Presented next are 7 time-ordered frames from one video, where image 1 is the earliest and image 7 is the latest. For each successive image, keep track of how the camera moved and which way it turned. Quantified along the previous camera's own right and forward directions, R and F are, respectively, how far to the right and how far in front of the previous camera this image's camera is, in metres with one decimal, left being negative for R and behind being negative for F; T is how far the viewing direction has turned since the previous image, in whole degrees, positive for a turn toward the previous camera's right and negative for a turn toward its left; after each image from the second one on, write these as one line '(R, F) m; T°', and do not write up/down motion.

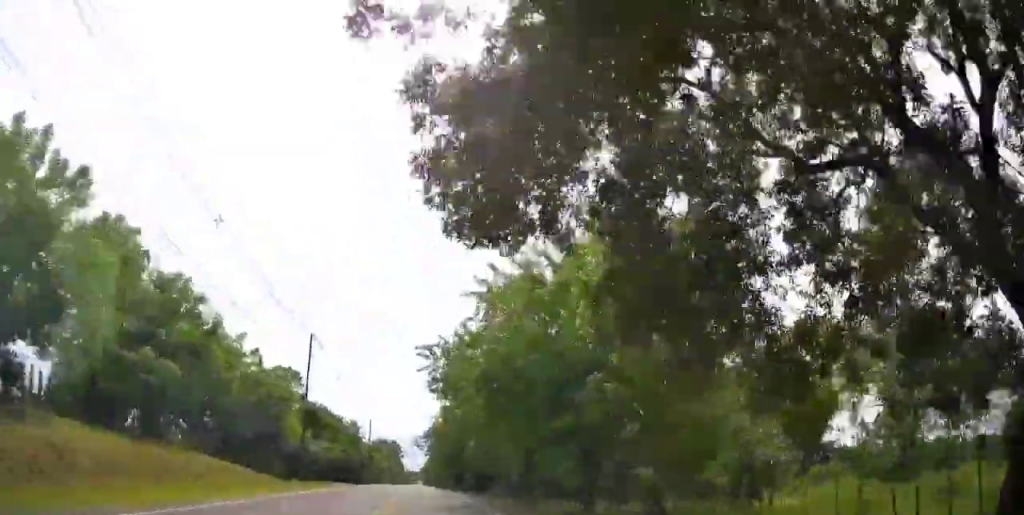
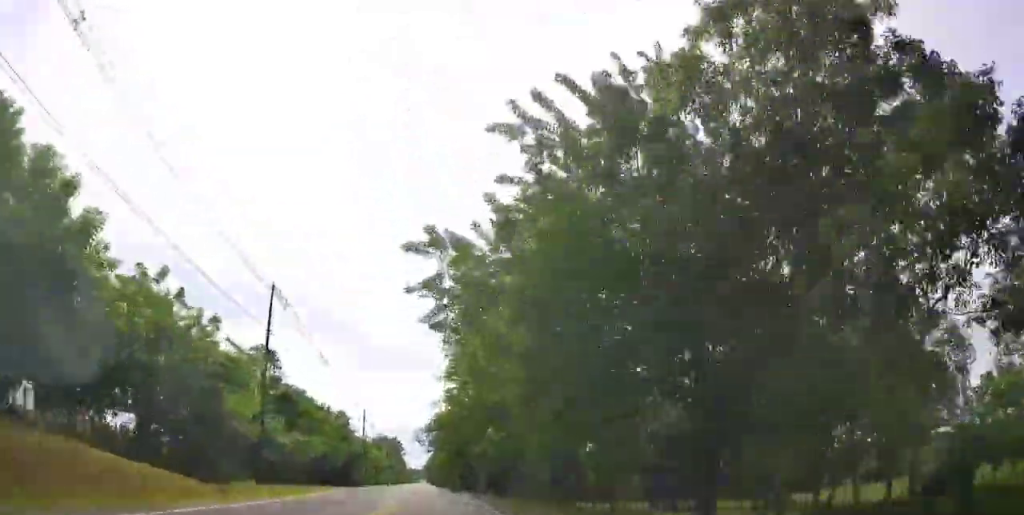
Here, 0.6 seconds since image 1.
(0.0, +10.7) m; 0°
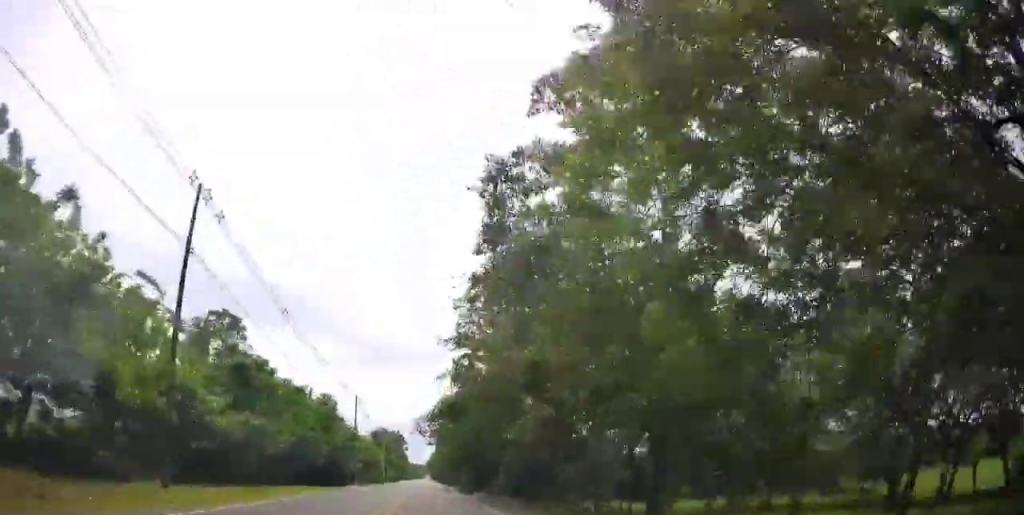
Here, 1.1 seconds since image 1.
(-0.1, +10.7) m; +1°
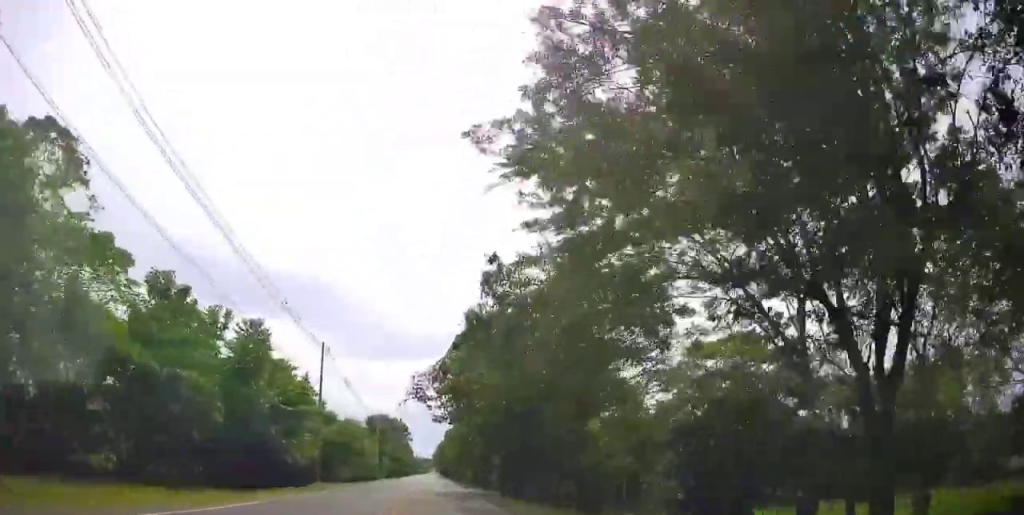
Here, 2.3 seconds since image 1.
(+0.3, +23.3) m; -1°
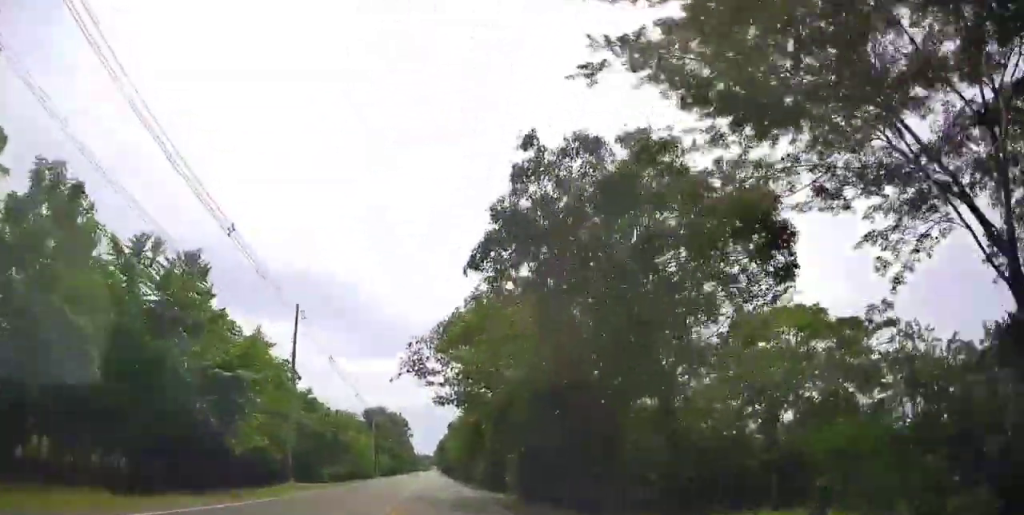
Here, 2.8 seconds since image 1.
(-0.2, +8.8) m; -1°
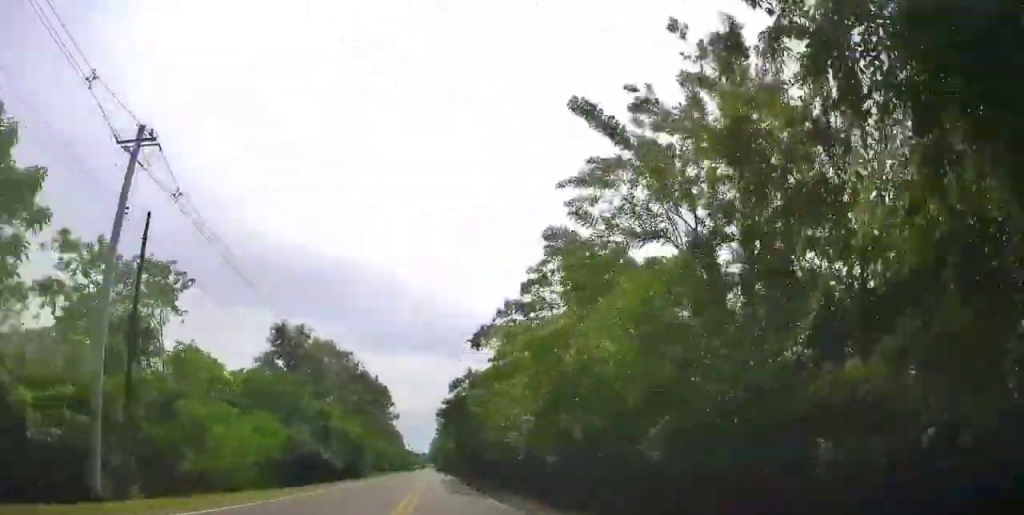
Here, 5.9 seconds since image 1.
(+0.1, +64.8) m; +2°
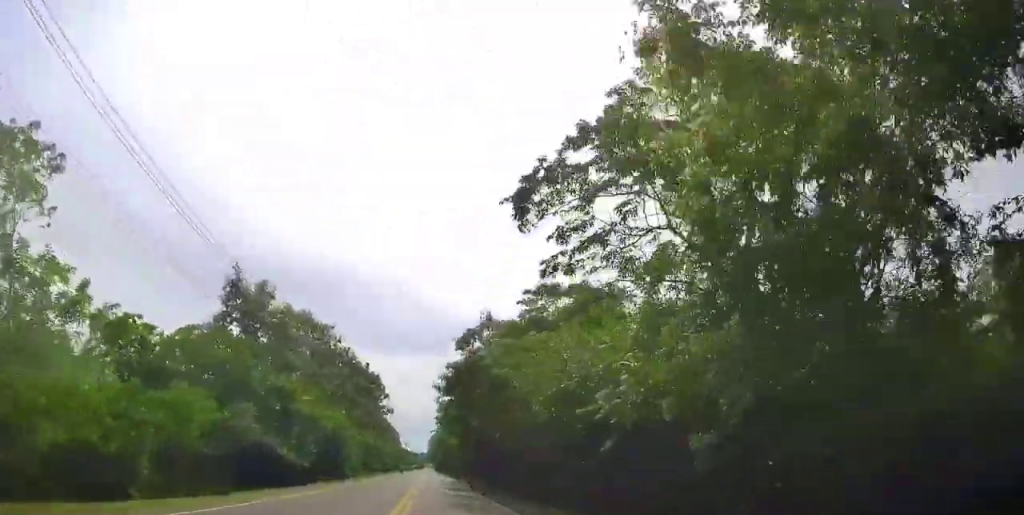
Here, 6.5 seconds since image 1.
(0.0, +12.3) m; -1°
